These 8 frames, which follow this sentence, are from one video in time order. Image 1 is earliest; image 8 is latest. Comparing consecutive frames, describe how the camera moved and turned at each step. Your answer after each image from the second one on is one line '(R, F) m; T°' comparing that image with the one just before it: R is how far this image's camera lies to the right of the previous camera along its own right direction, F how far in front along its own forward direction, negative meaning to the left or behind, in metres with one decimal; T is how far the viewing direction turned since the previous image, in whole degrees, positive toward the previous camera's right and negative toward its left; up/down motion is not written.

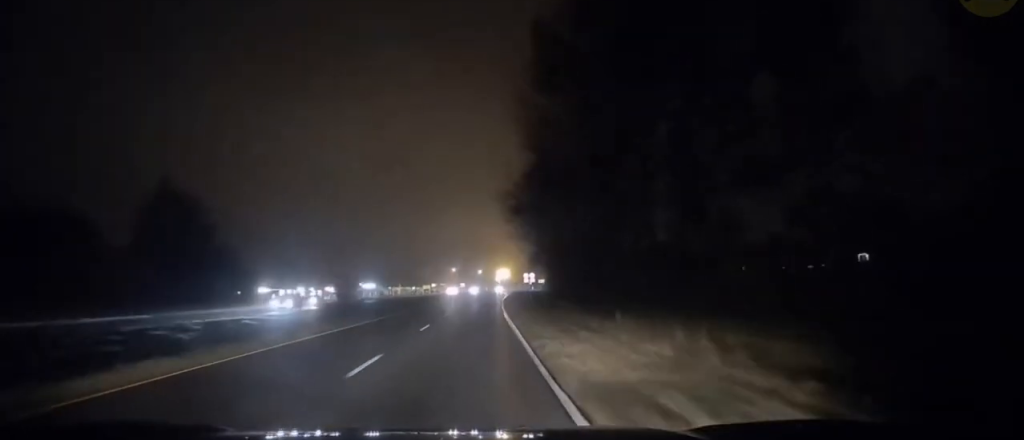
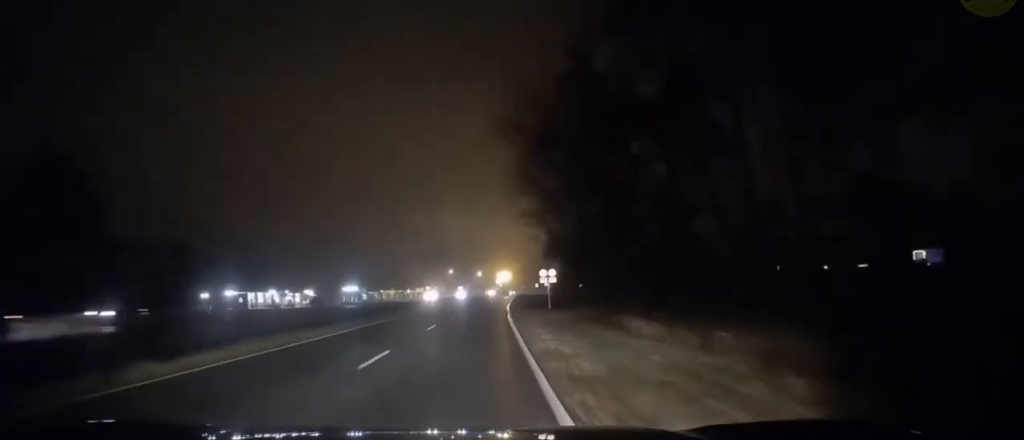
(+0.2, +22.6) m; 0°
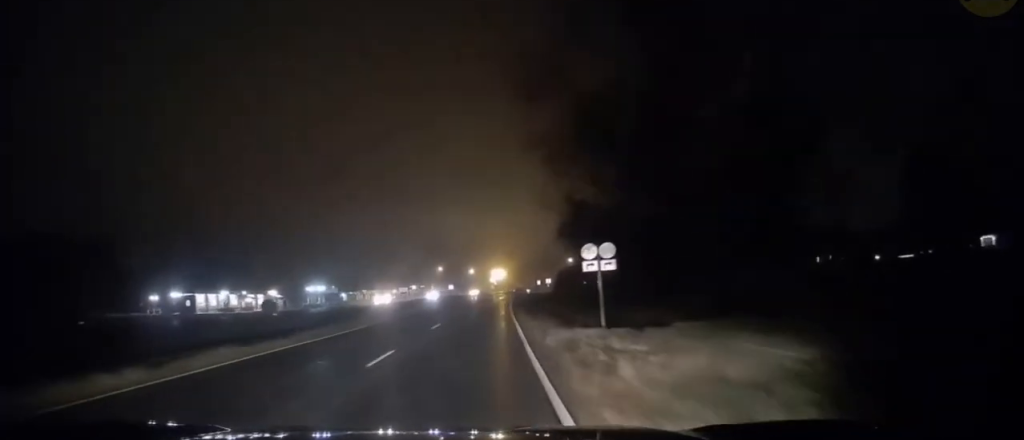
(-0.1, +24.0) m; 0°
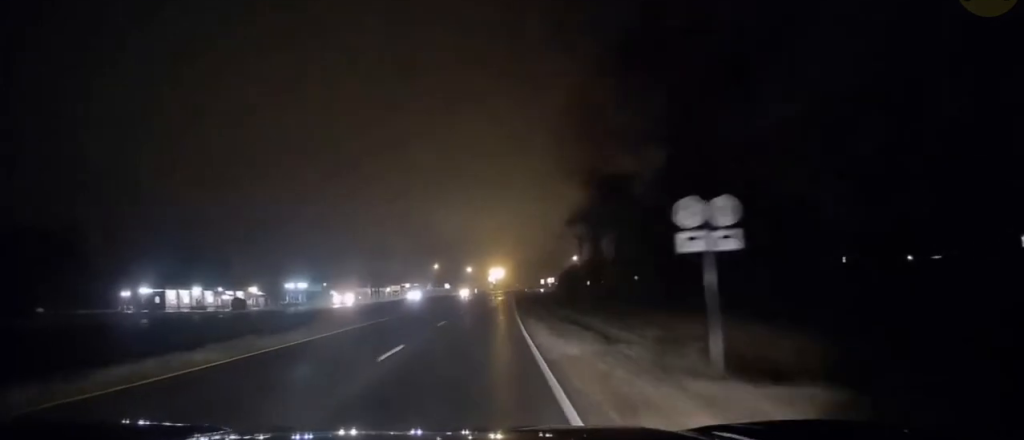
(+0.2, +11.6) m; 0°
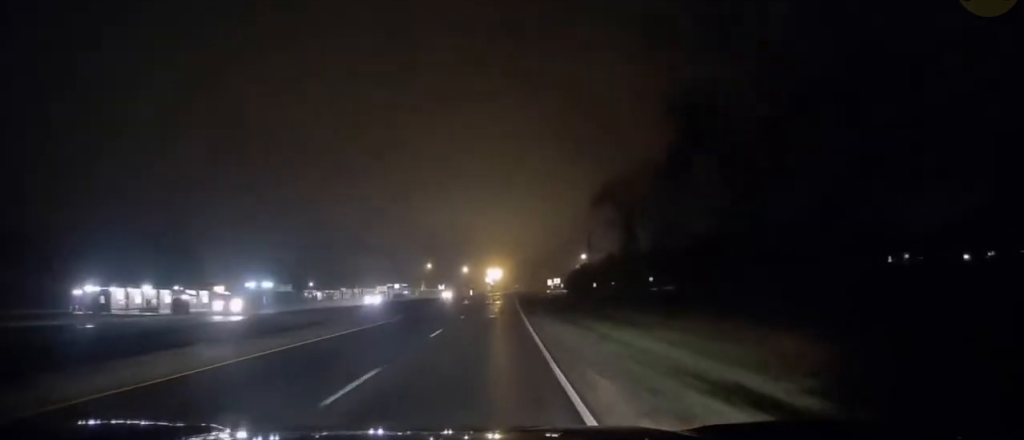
(-0.1, +17.2) m; 0°
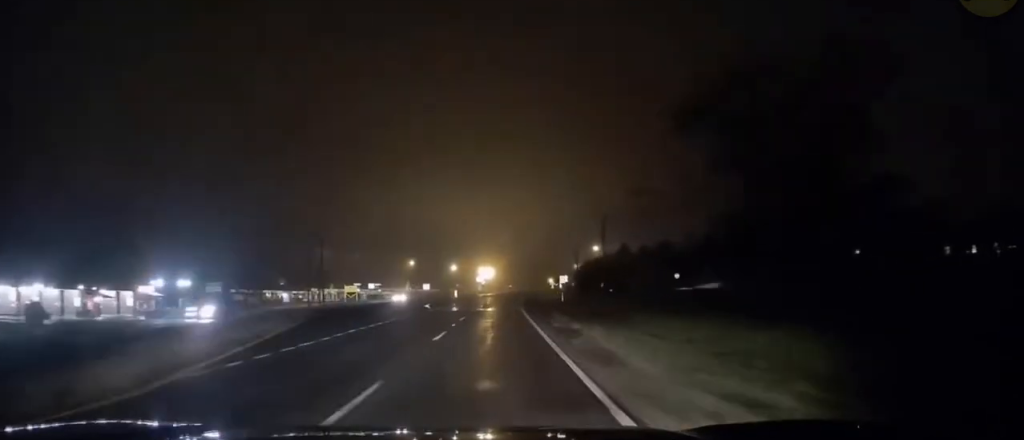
(+0.3, +25.8) m; +1°
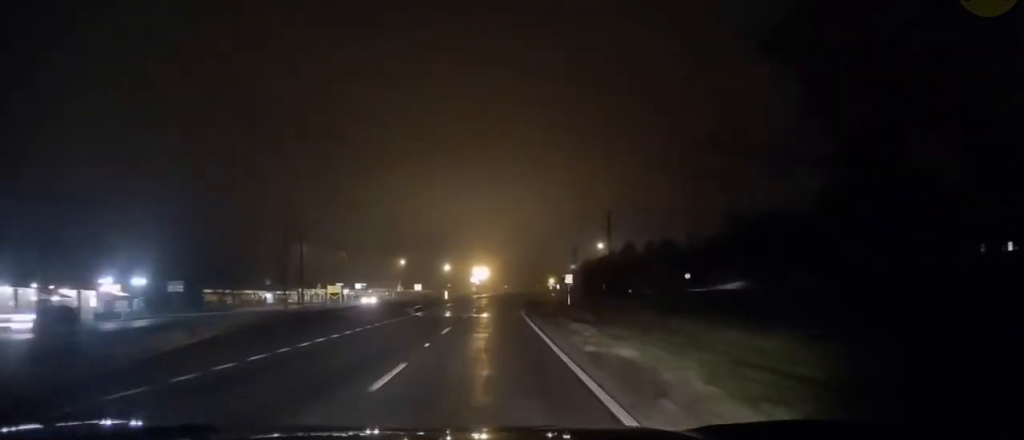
(+0.2, +9.4) m; 0°
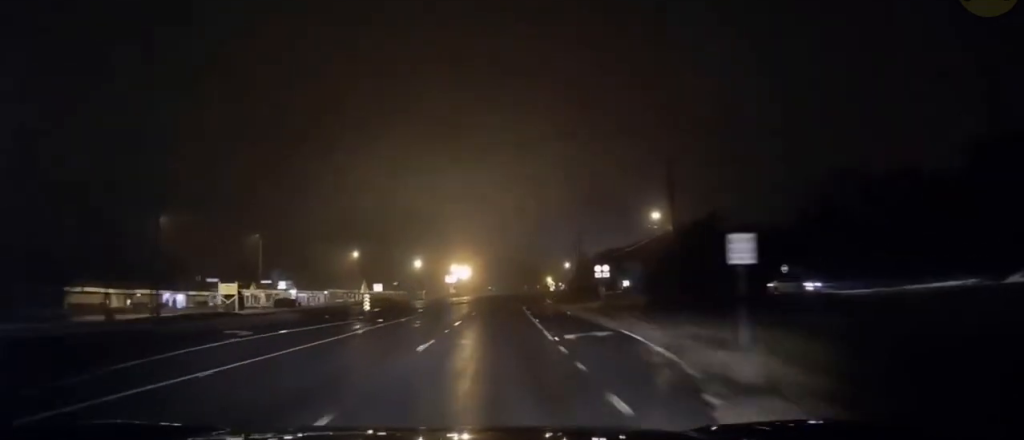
(-0.1, +42.2) m; +1°
